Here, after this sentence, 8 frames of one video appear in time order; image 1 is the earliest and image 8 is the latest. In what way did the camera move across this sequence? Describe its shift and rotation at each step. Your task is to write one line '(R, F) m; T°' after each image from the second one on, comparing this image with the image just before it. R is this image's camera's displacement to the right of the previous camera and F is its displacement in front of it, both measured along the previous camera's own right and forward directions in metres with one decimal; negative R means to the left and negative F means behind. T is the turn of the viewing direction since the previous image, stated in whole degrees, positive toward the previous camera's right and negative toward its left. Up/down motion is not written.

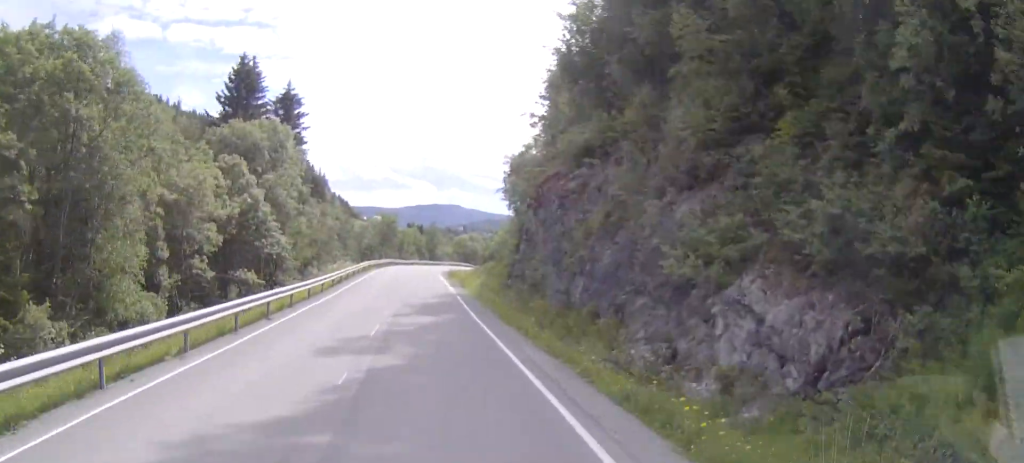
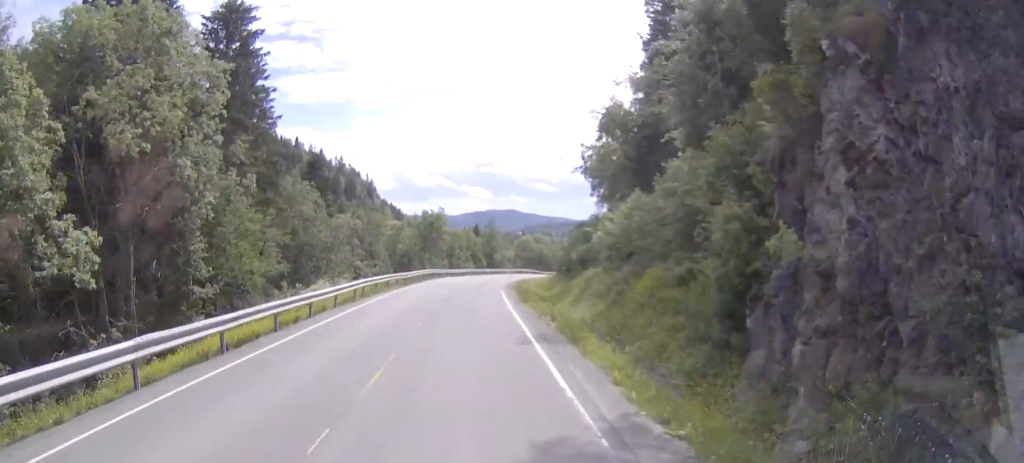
(-1.4, +27.8) m; -4°
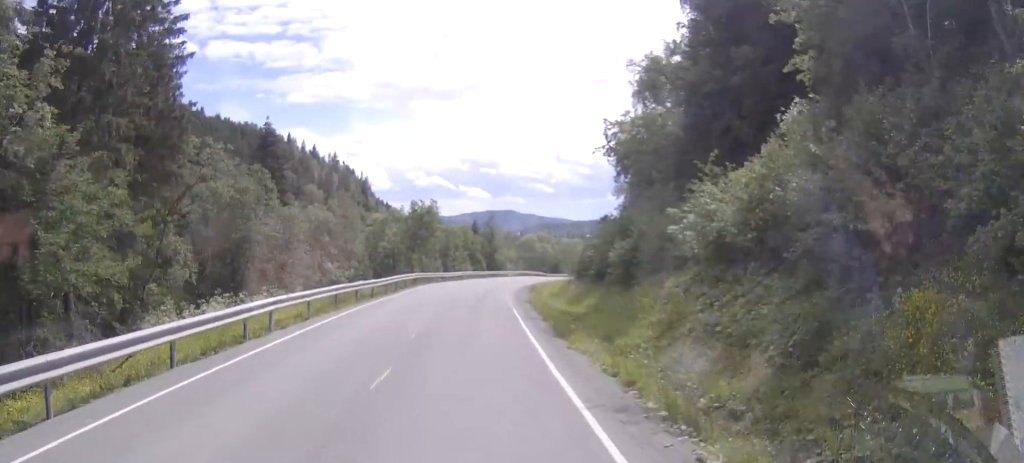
(0.0, +14.6) m; 0°
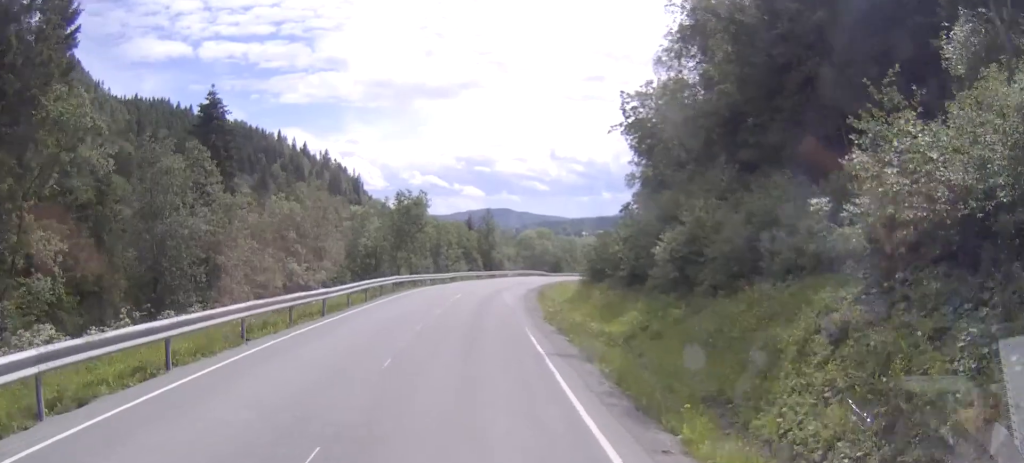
(0.0, +10.2) m; 0°
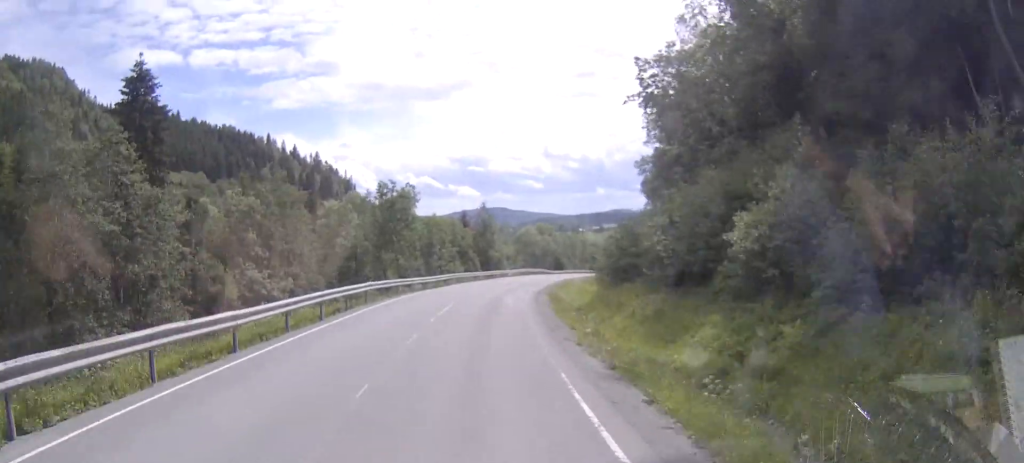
(0.0, +8.3) m; 0°
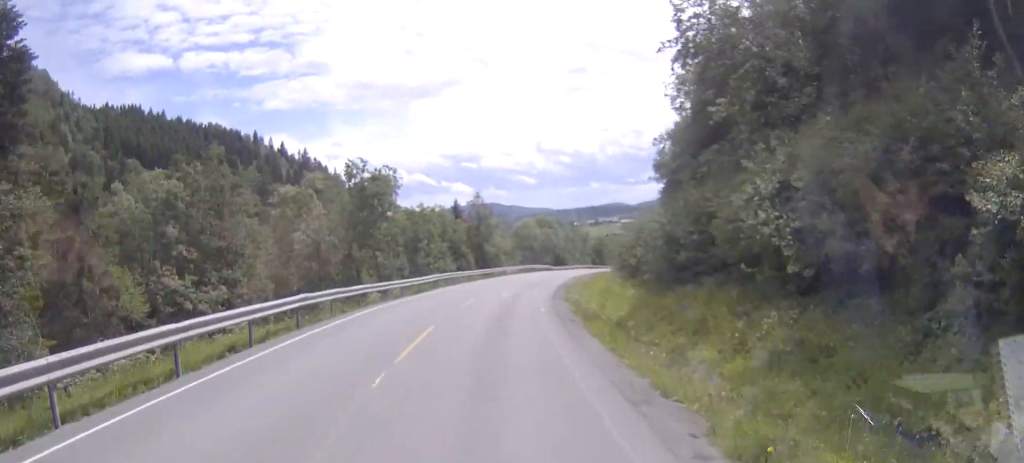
(0.0, +11.1) m; +1°
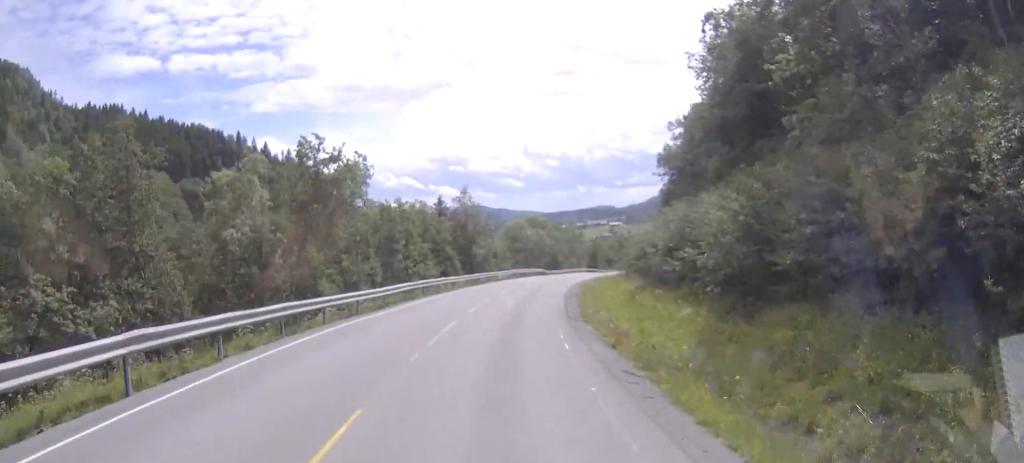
(+0.1, +9.5) m; +2°
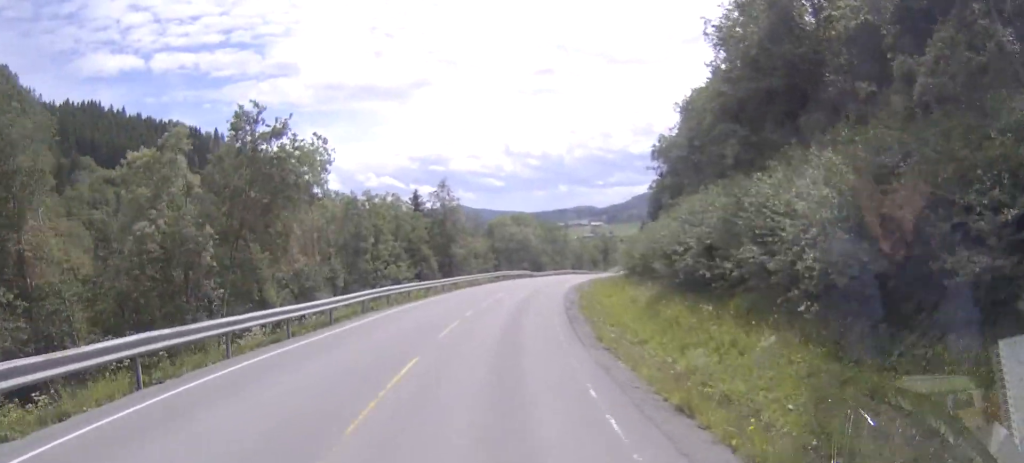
(0.0, +7.2) m; +2°
